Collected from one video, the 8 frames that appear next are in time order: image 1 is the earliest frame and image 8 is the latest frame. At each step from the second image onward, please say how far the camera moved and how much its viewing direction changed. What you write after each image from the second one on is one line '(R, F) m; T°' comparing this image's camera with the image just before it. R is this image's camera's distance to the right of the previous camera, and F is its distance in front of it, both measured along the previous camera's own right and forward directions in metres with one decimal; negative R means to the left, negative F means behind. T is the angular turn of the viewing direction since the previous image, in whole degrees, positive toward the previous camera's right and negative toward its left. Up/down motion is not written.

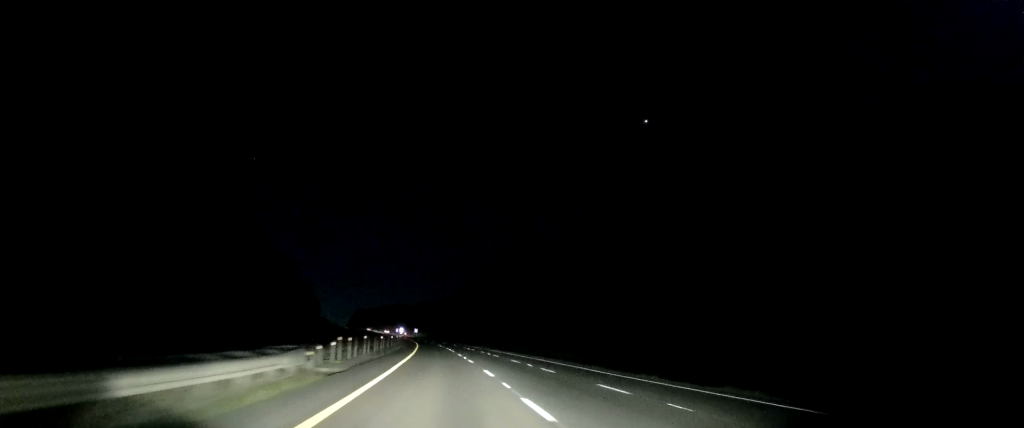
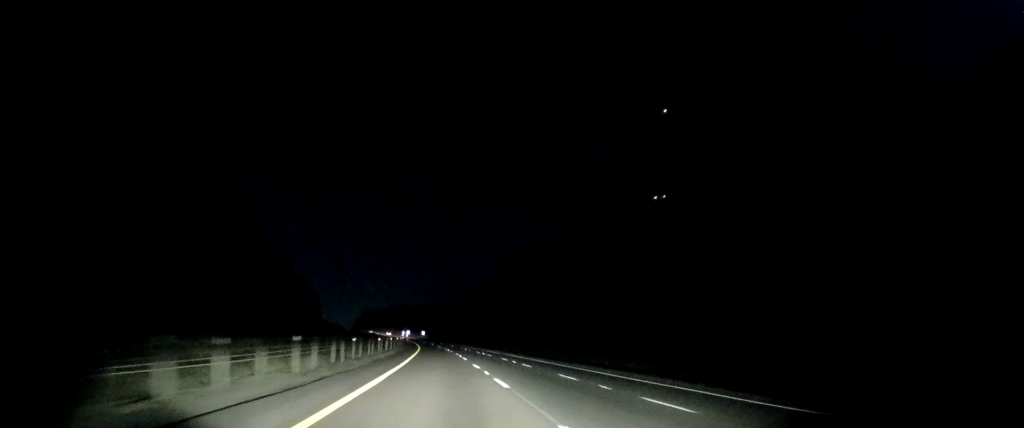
(-0.3, +16.9) m; 0°
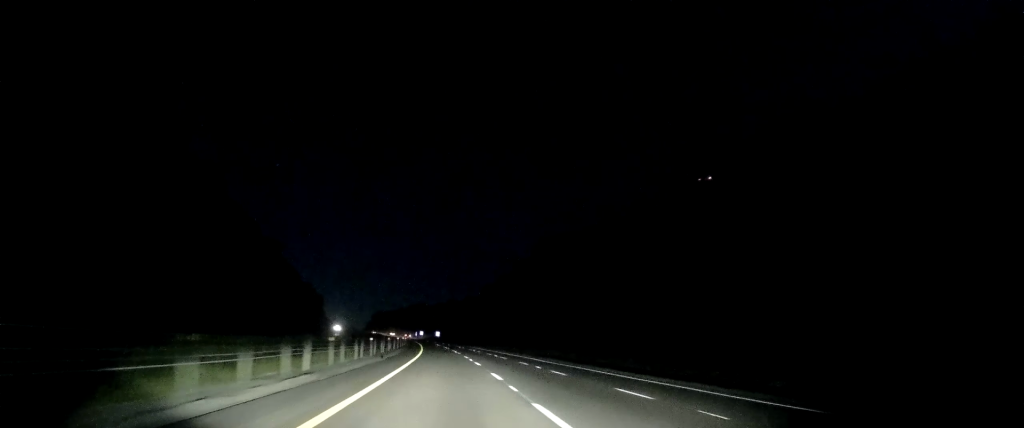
(0.0, +32.6) m; -2°
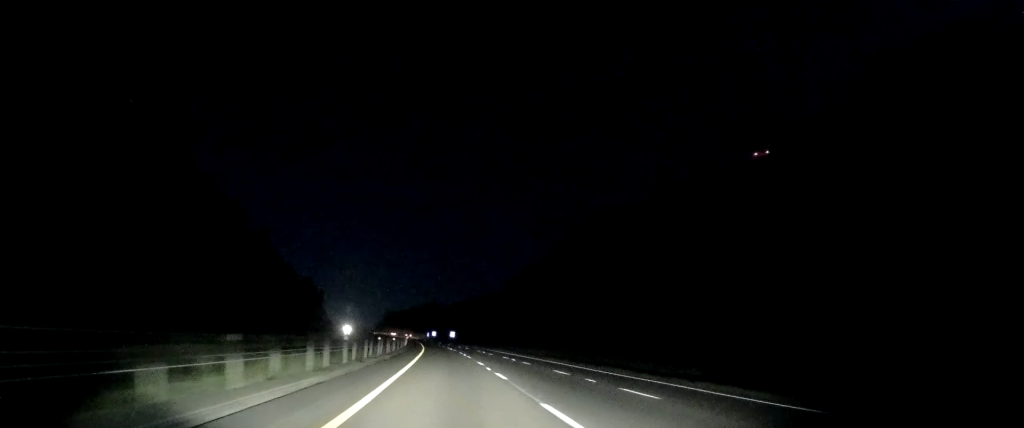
(-1.3, +35.6) m; -2°
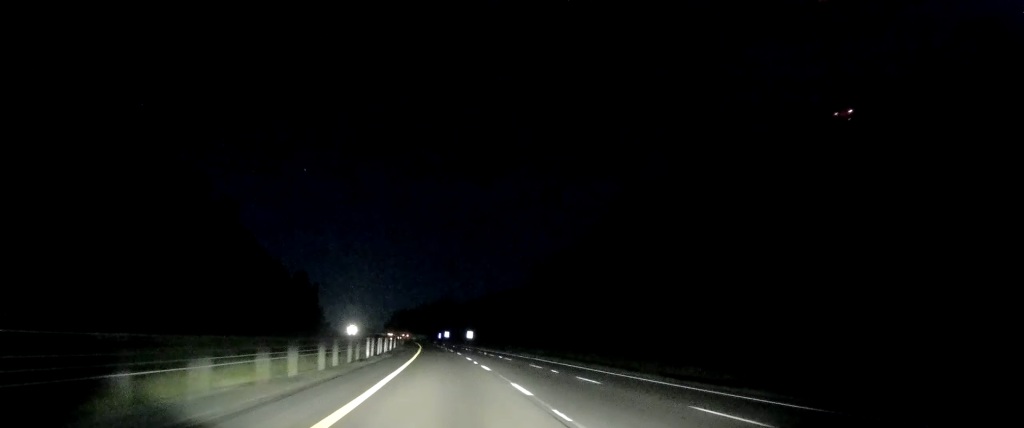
(-0.3, +41.8) m; -2°
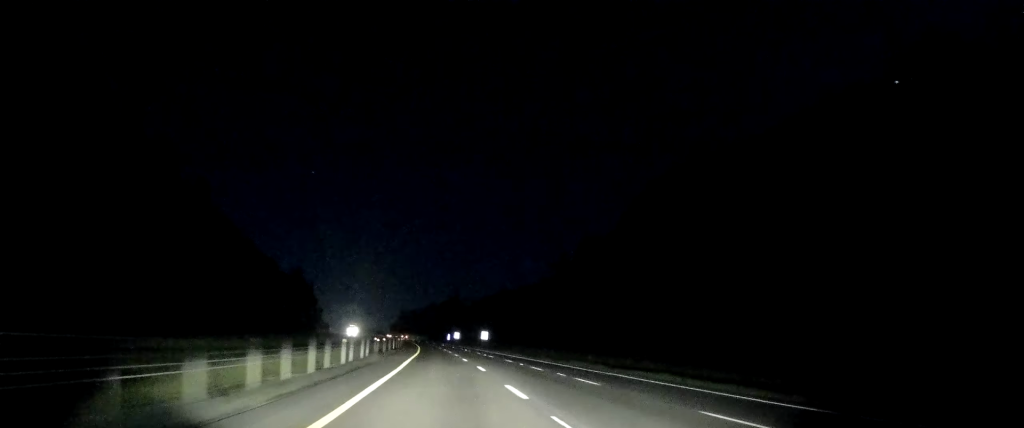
(-0.4, +25.1) m; -1°
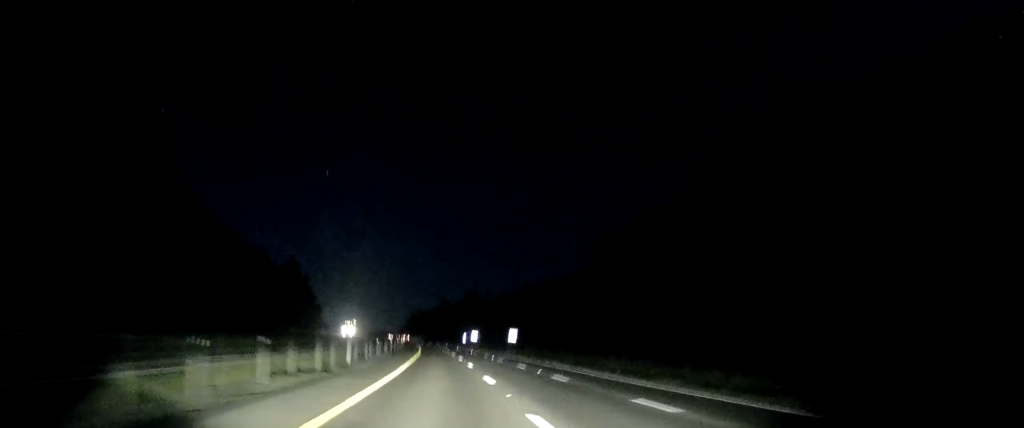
(-0.3, +30.5) m; 0°
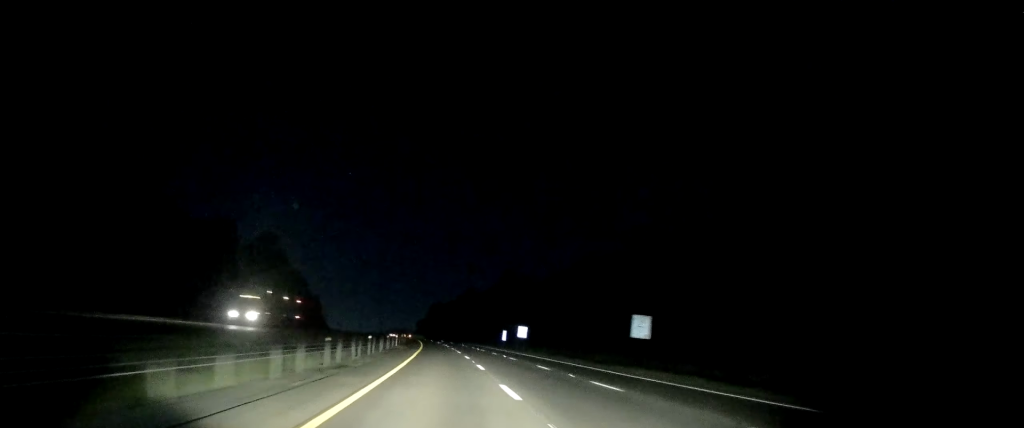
(-0.3, +55.9) m; -2°
